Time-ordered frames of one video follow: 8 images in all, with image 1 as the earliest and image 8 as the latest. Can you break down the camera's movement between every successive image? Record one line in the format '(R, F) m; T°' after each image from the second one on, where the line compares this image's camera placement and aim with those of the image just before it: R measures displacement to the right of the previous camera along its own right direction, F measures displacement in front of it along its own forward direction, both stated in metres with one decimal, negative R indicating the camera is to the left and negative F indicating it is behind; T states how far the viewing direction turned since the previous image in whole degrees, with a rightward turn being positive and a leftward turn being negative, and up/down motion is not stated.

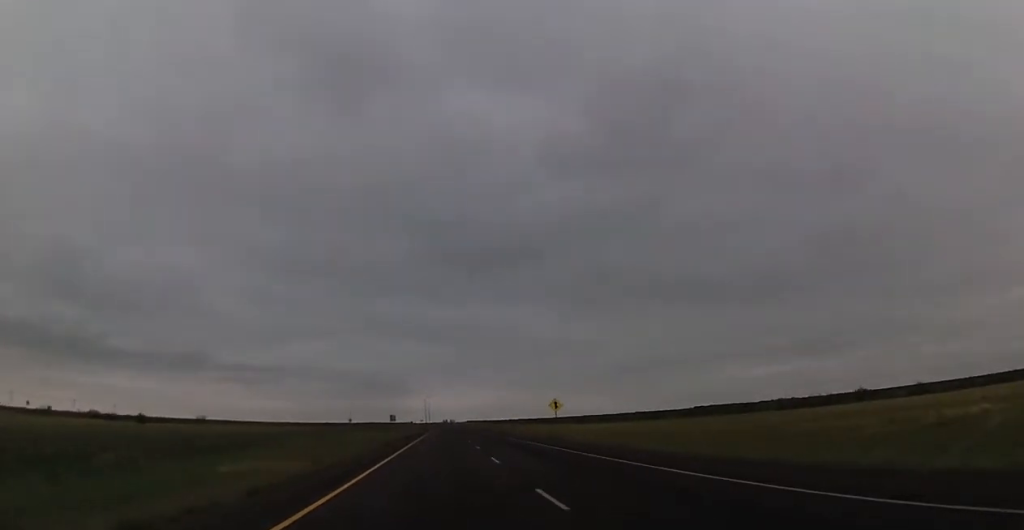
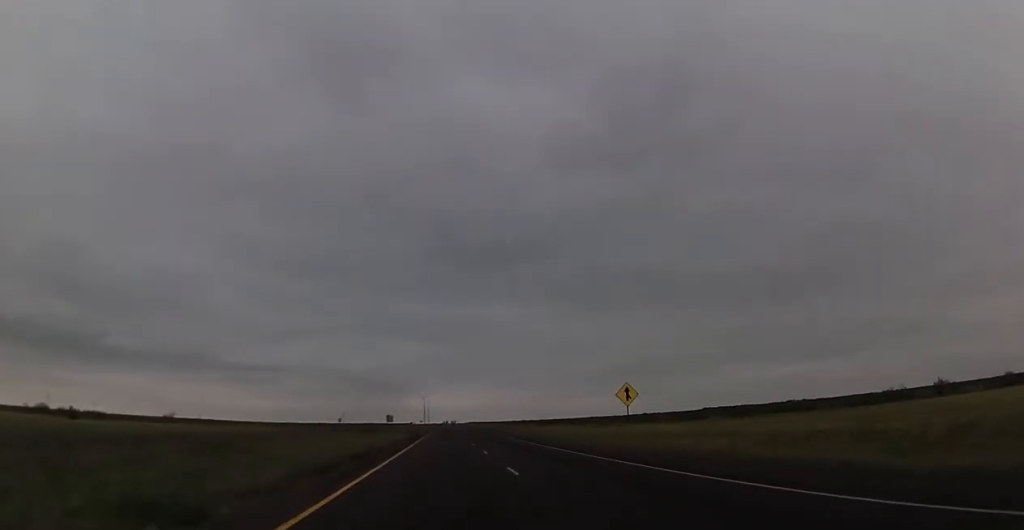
(0.0, +29.3) m; 0°
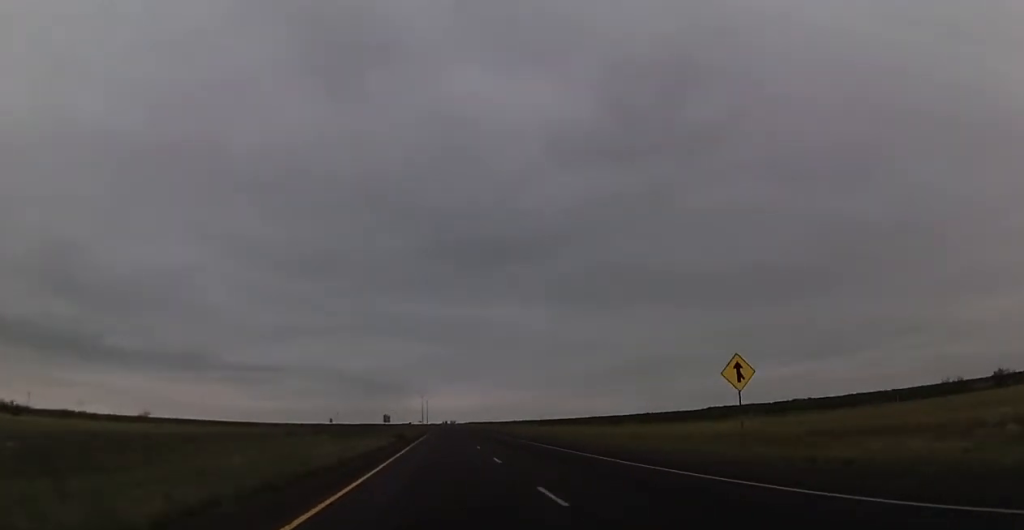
(-0.1, +18.3) m; 0°
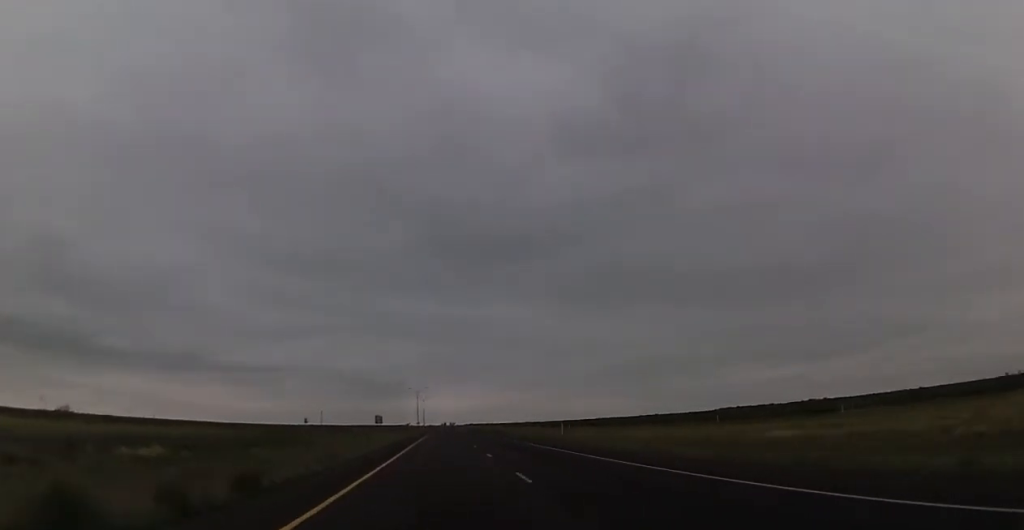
(+0.2, +44.1) m; 0°
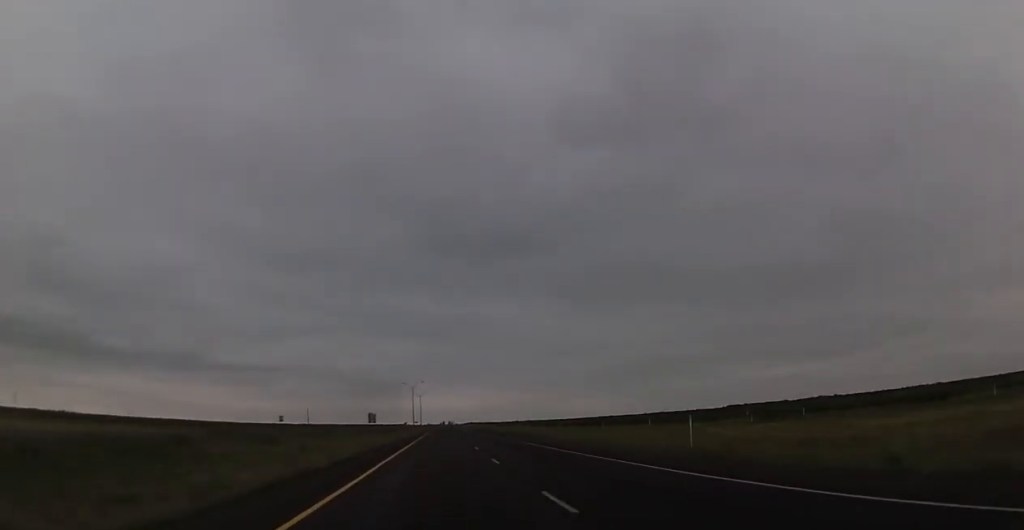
(-0.1, +29.3) m; 0°
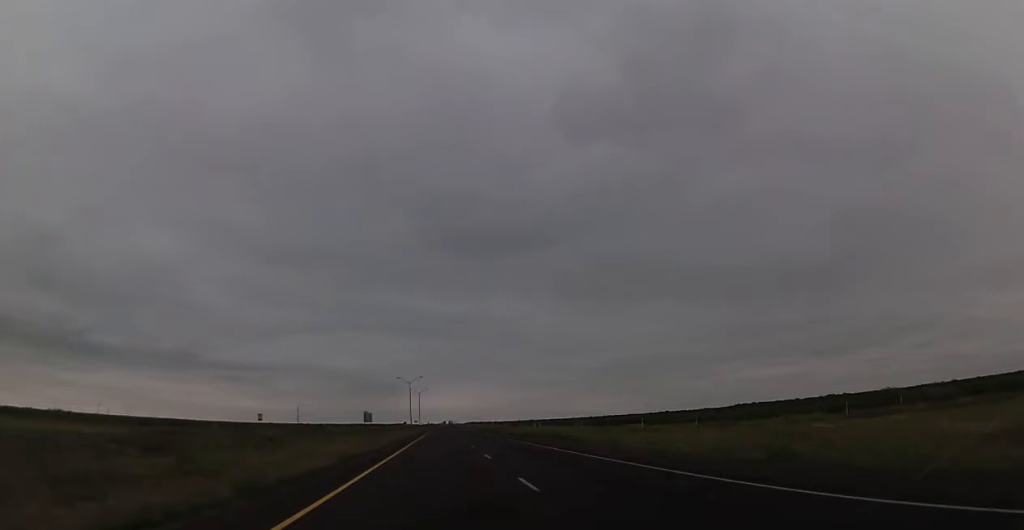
(0.0, +20.8) m; 0°
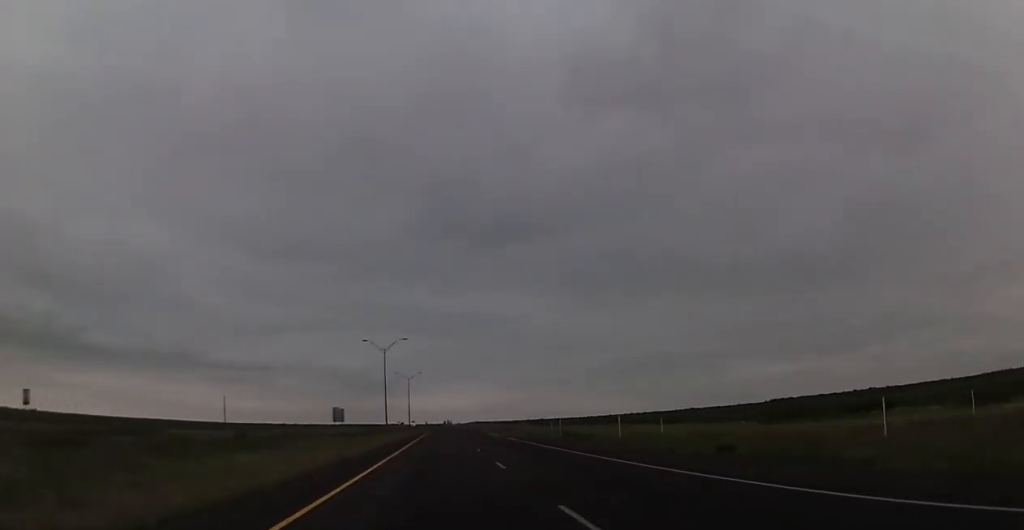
(-0.5, +90.2) m; 0°
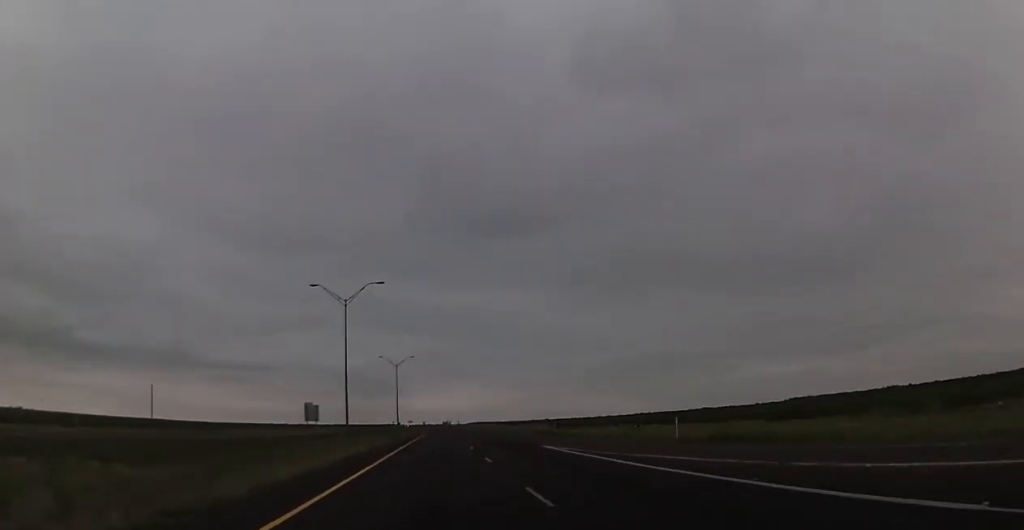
(+0.2, +45.1) m; 0°
